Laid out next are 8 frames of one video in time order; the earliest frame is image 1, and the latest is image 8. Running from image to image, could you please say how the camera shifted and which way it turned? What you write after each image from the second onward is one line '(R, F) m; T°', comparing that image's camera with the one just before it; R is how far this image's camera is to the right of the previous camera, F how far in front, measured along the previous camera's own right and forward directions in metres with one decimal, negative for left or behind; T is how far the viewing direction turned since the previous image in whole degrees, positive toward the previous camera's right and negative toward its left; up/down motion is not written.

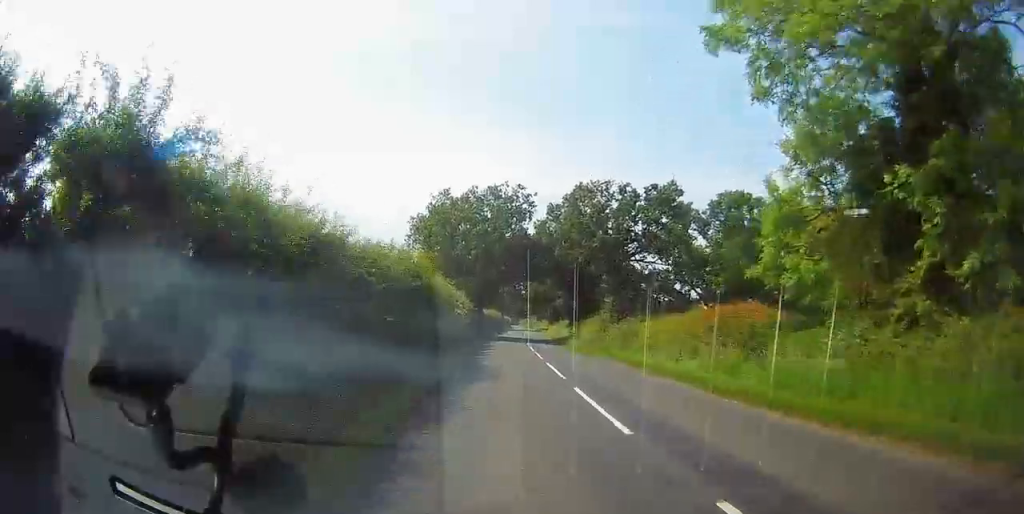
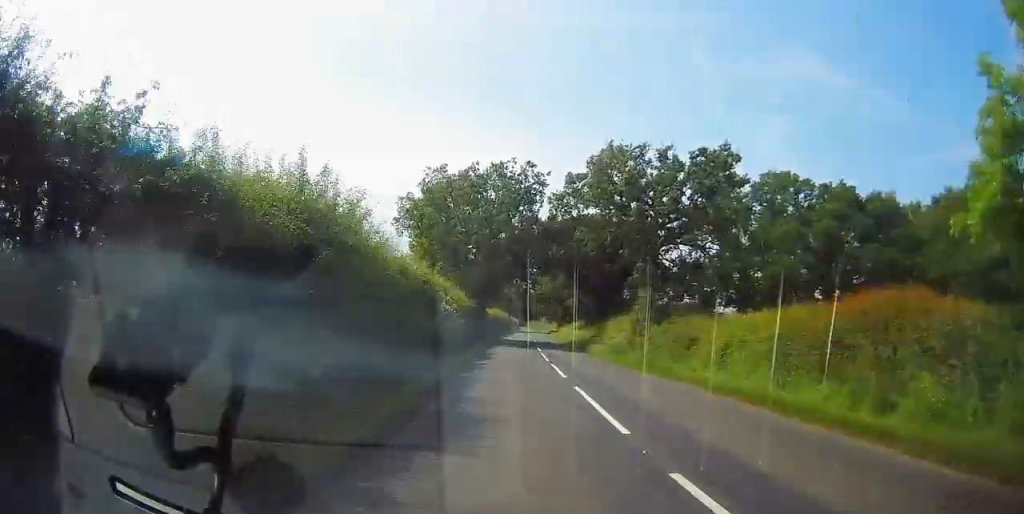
(-0.2, +9.4) m; -1°
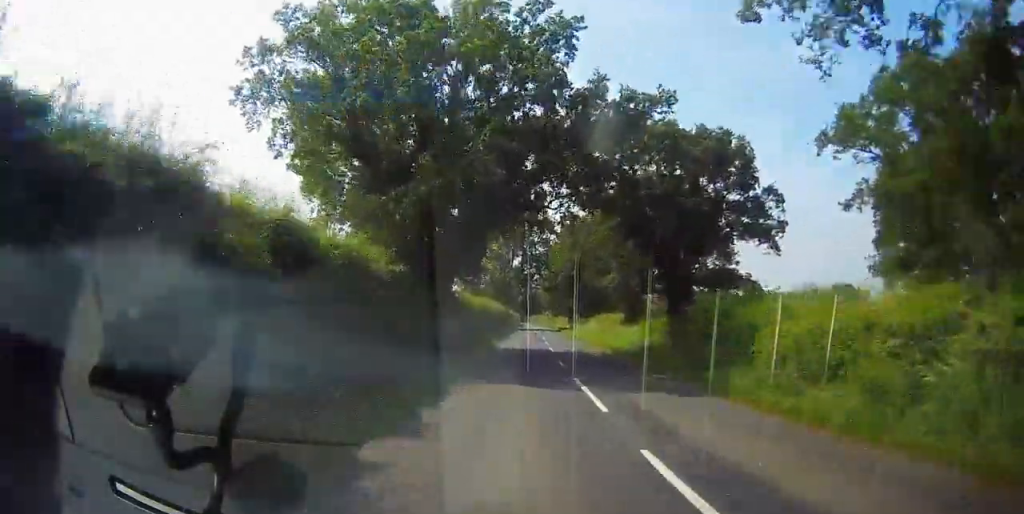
(0.0, +27.6) m; 0°
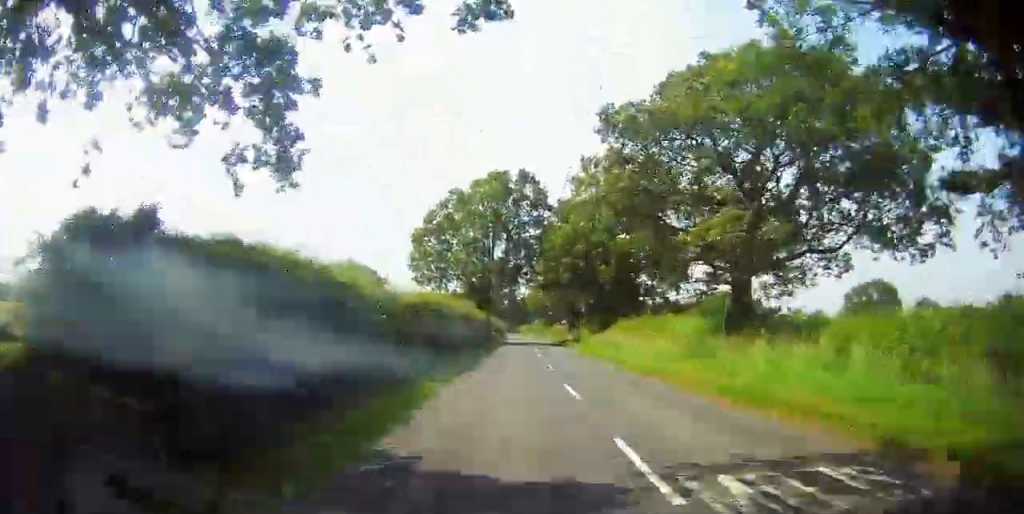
(+0.2, +25.0) m; +1°
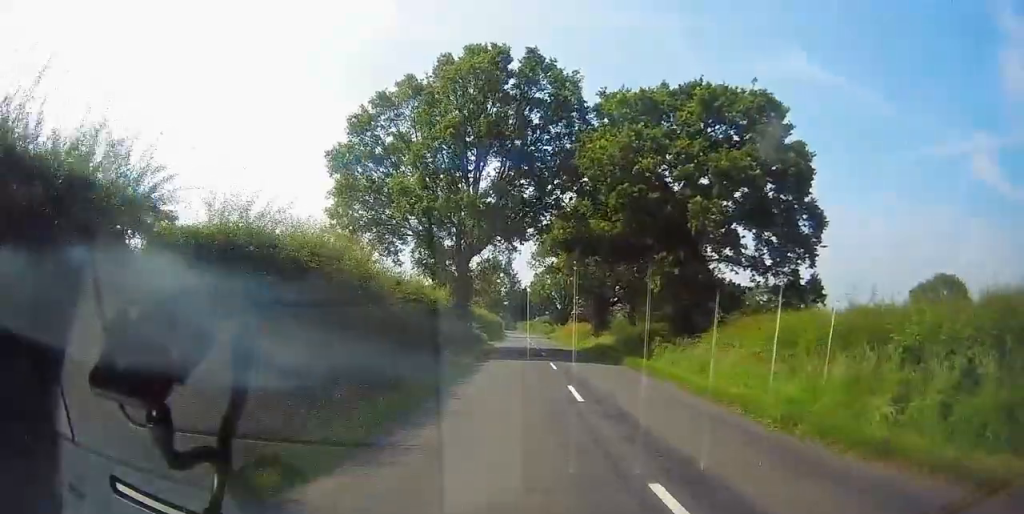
(+0.2, +28.7) m; 0°
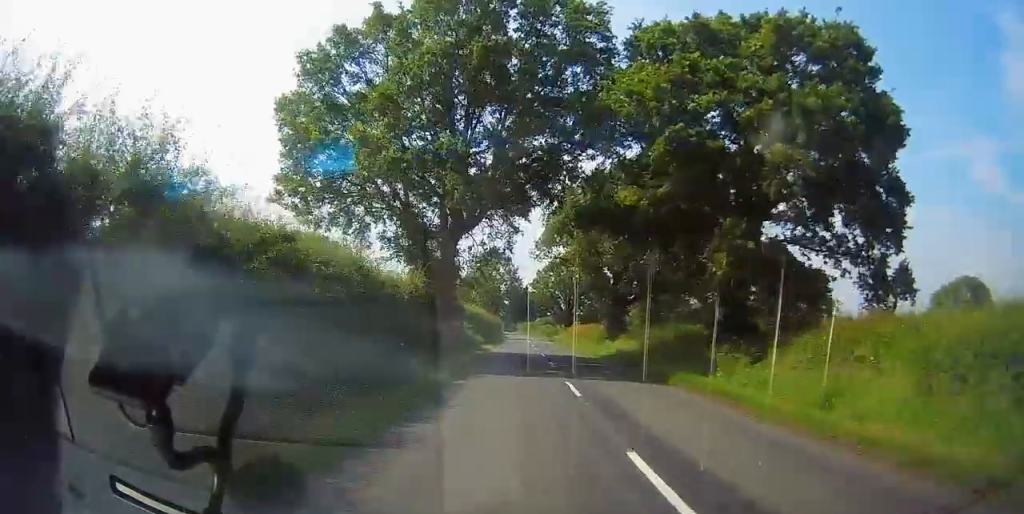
(-0.1, +8.1) m; 0°
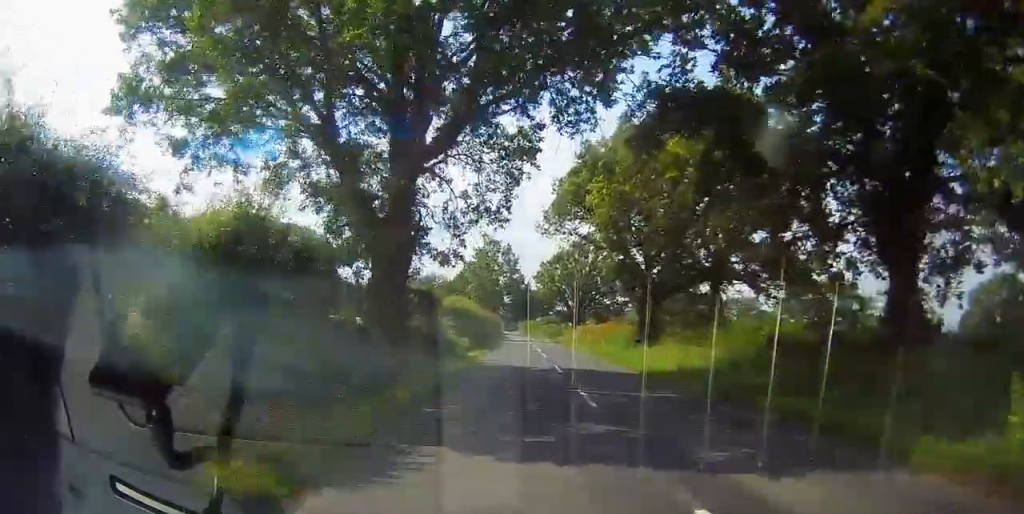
(-0.1, +11.9) m; 0°
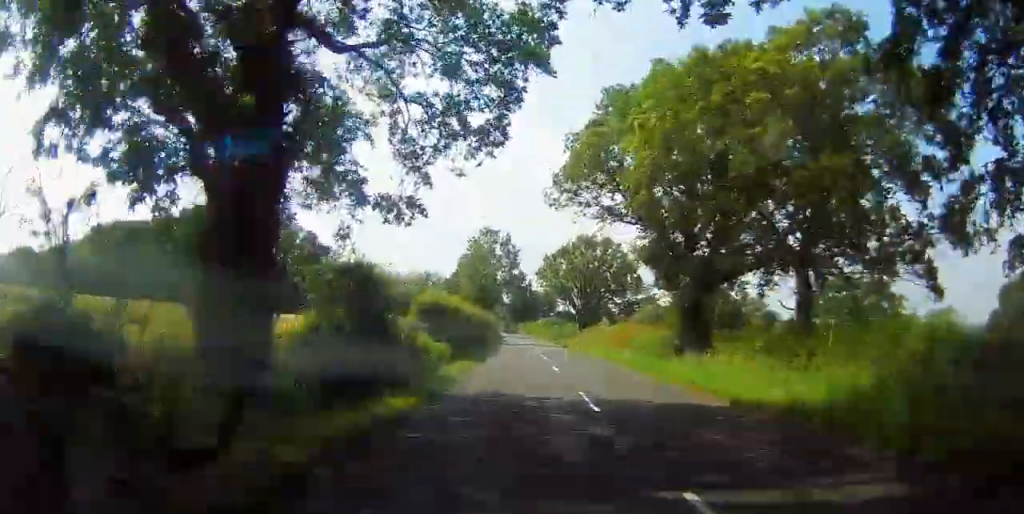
(+0.1, +8.6) m; 0°
